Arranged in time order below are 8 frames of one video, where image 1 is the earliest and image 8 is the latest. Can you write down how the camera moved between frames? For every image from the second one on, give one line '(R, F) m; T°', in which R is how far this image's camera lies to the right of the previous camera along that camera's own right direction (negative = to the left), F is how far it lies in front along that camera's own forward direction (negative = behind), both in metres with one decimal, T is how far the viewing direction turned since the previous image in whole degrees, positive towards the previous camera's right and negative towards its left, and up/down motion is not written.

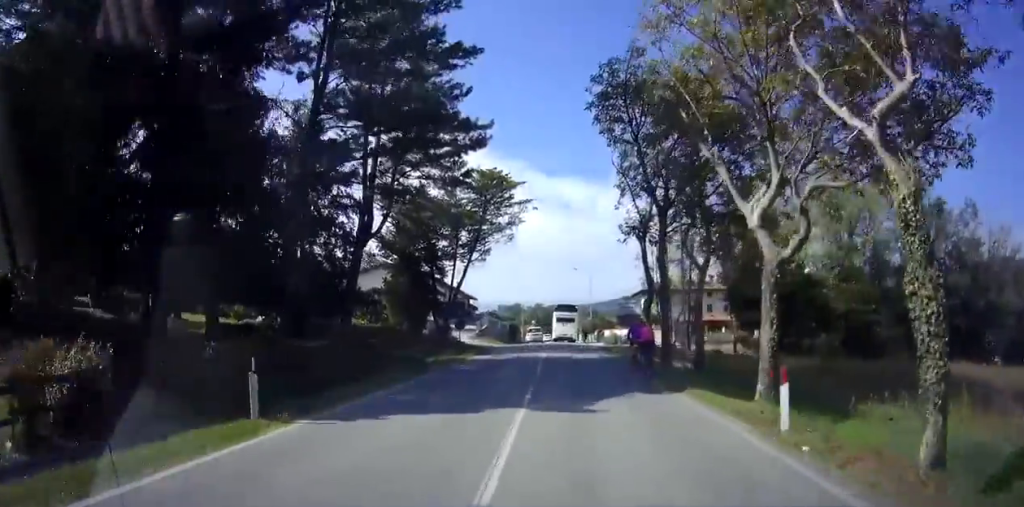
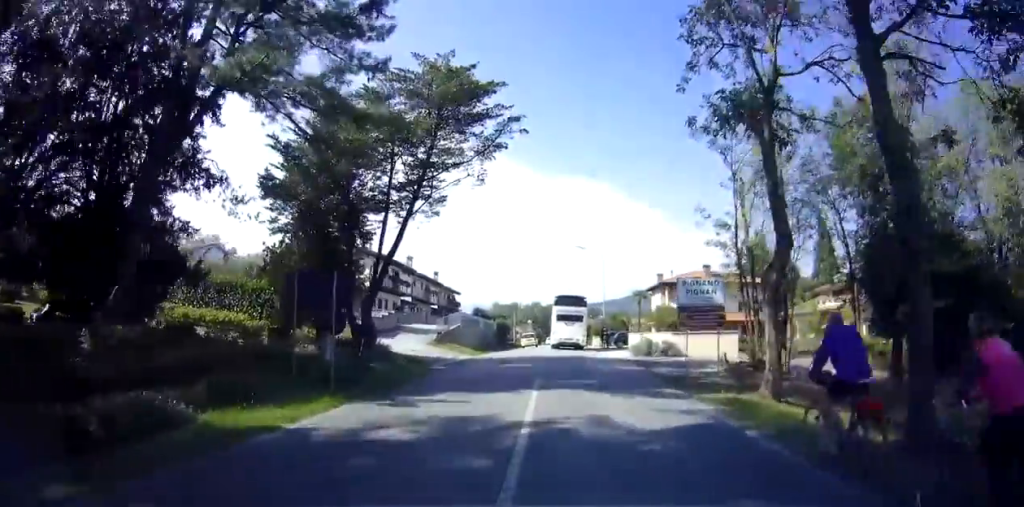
(-0.3, +19.3) m; -2°
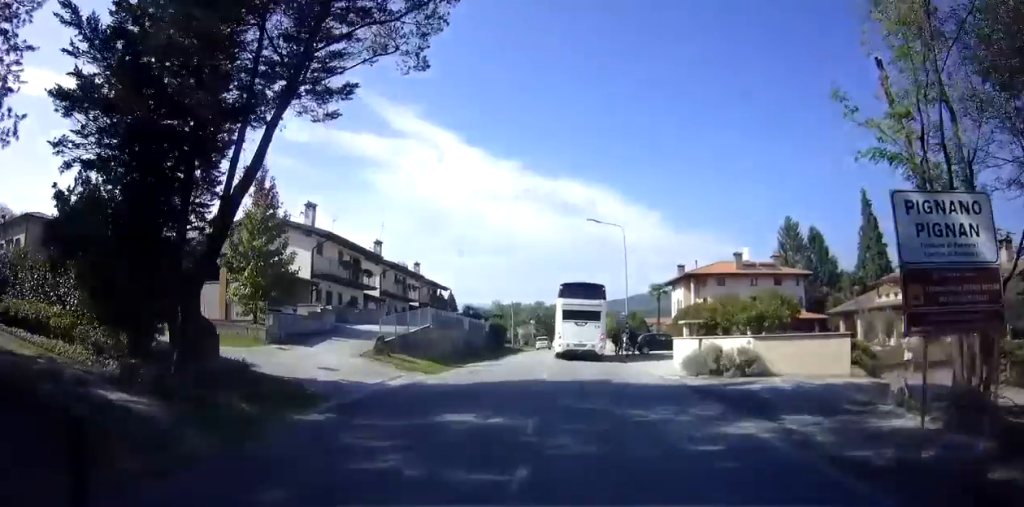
(-0.2, +12.8) m; -1°
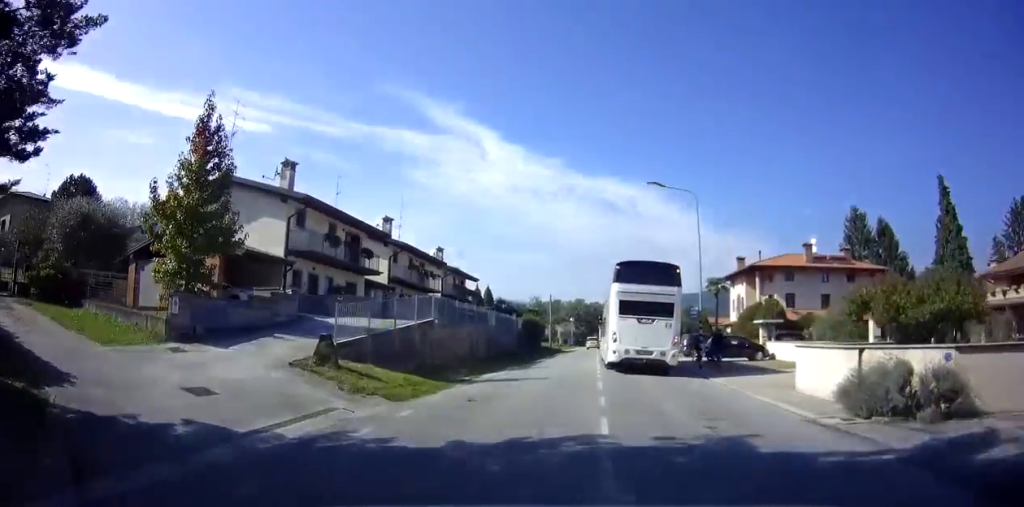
(0.0, +8.5) m; 0°
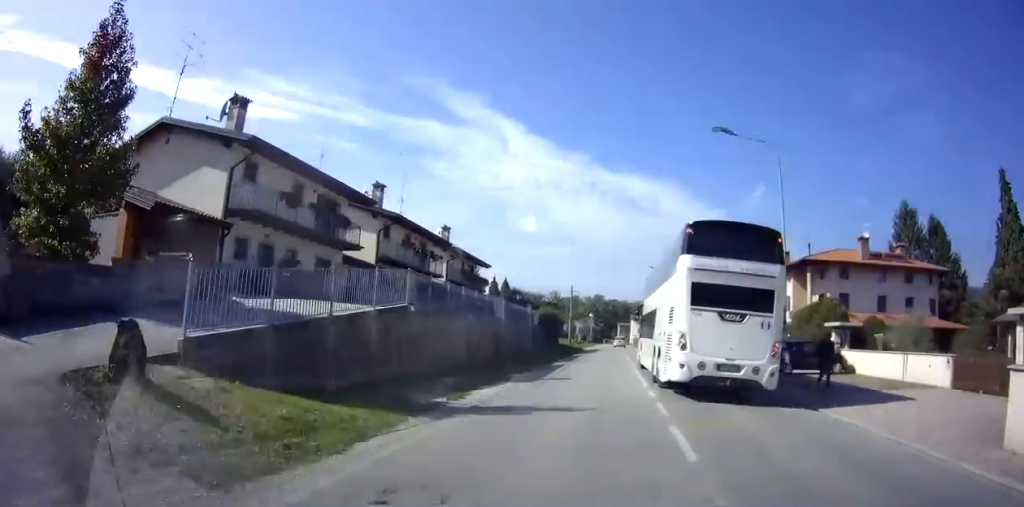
(0.0, +6.6) m; -1°
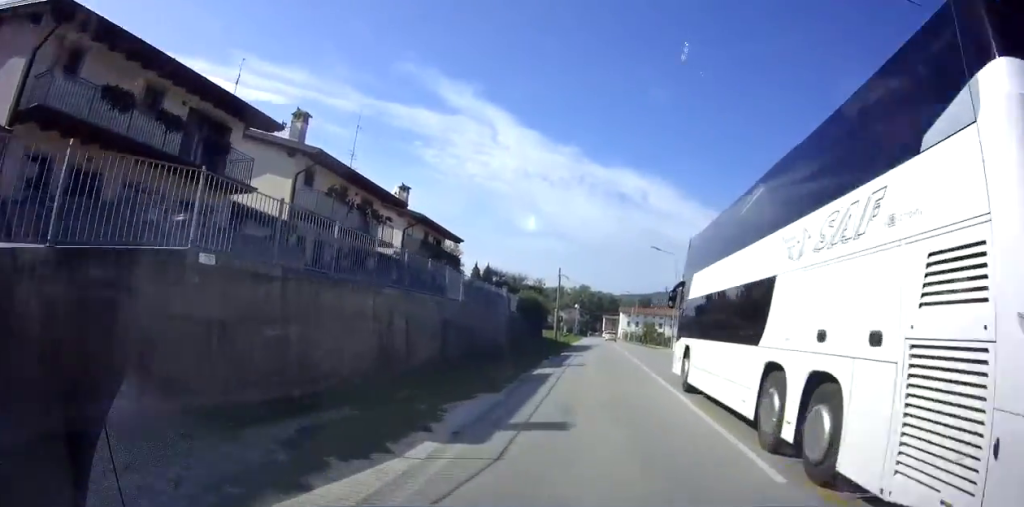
(-0.1, +8.8) m; 0°
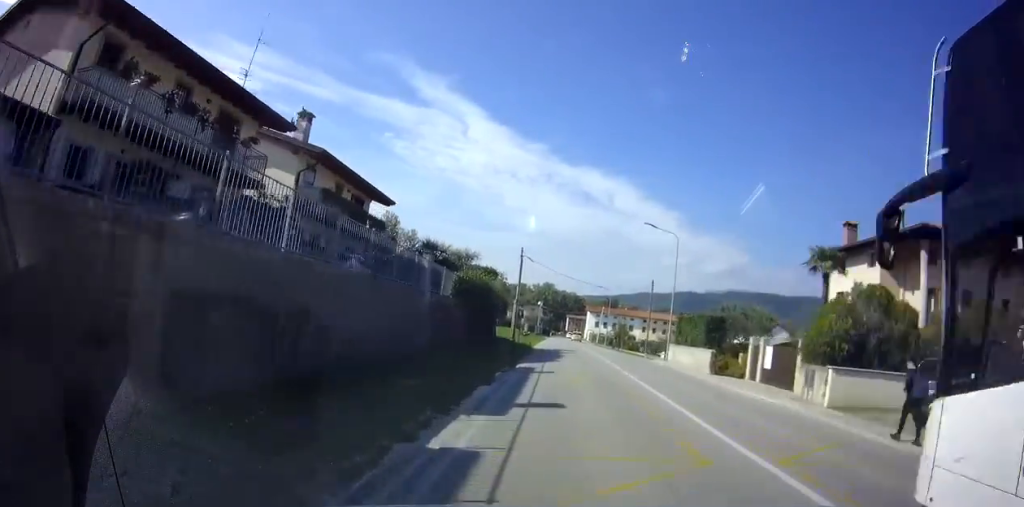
(+0.1, +10.5) m; +3°
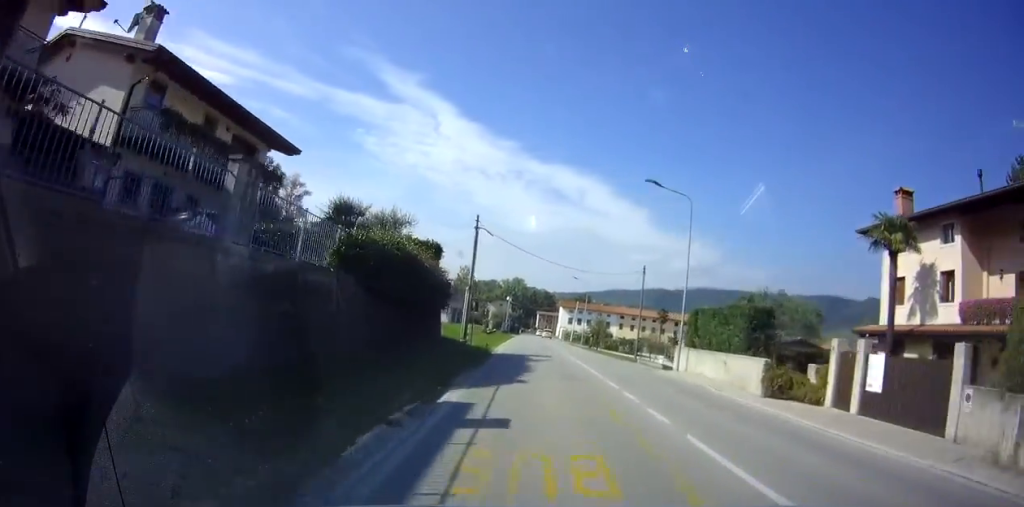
(+0.4, +9.5) m; +2°
